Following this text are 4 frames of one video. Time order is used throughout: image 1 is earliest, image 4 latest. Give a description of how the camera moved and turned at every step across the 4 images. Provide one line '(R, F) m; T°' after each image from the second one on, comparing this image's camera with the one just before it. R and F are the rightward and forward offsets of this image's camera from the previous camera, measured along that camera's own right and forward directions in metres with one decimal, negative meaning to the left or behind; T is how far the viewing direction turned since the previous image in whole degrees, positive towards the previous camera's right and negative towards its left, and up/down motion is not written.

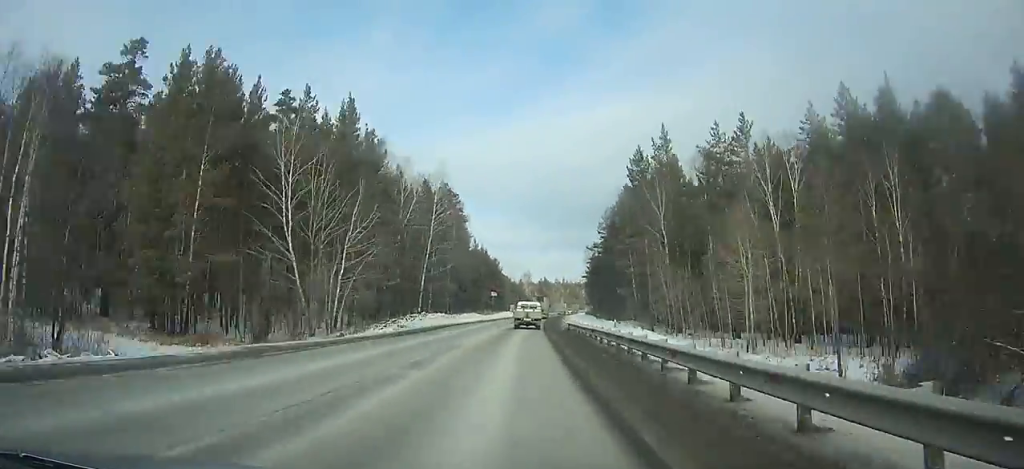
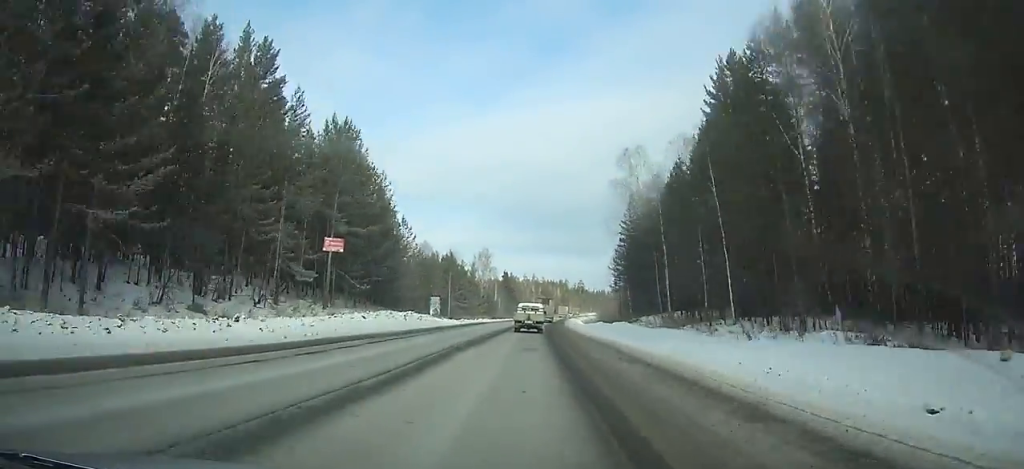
(+3.4, +112.0) m; +4°
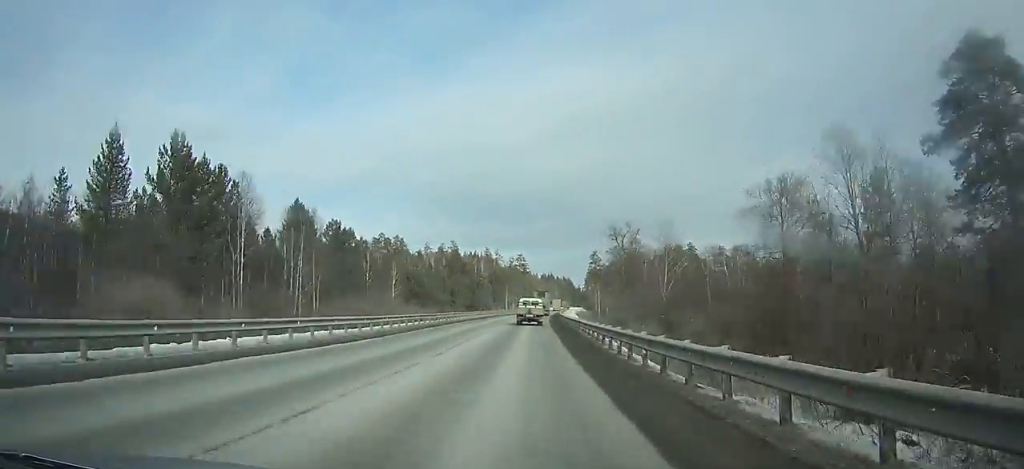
(+13.2, +217.8) m; +7°
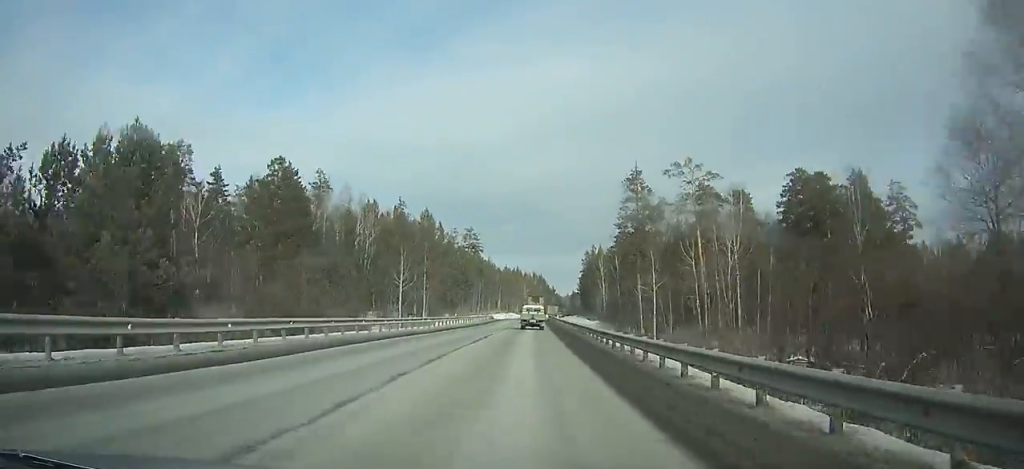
(+3.5, +129.3) m; +3°
